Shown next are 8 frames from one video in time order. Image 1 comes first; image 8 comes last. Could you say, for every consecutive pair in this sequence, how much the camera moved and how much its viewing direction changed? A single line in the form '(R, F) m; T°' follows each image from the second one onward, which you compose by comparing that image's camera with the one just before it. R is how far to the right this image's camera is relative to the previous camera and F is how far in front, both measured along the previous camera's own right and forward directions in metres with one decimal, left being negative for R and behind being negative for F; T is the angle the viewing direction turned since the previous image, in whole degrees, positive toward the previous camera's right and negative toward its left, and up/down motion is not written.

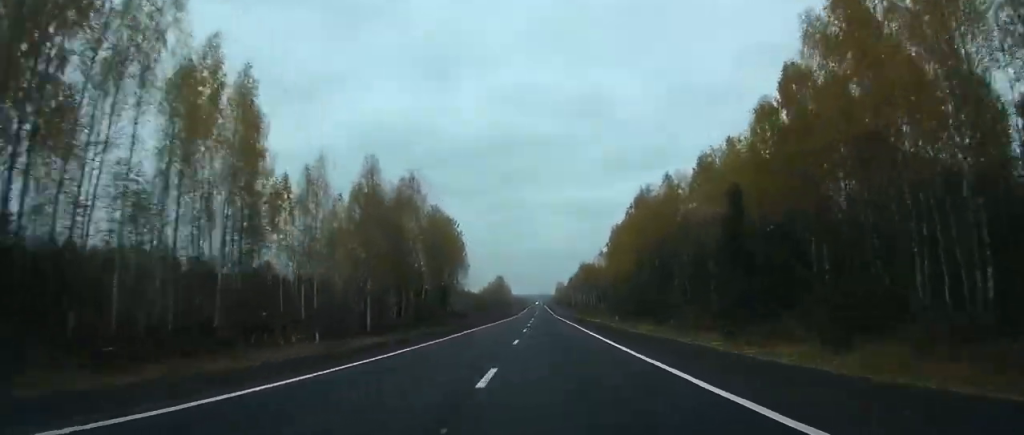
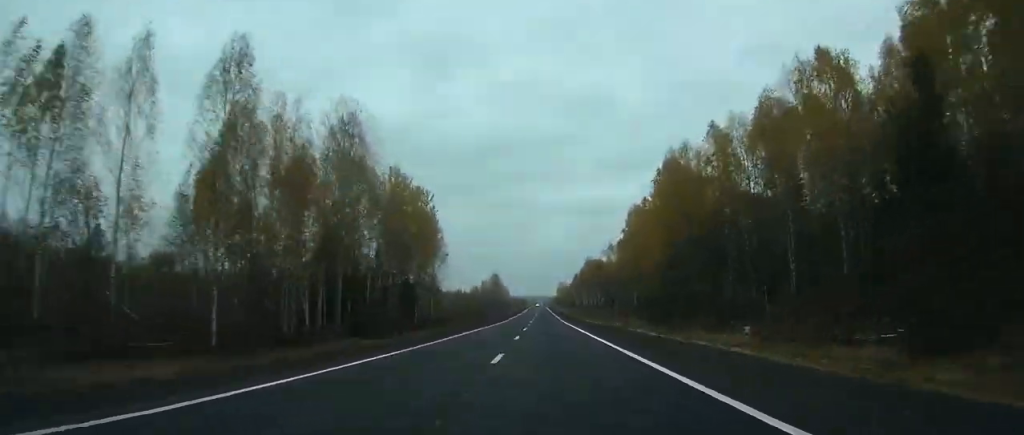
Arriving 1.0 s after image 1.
(0.0, +31.2) m; 0°
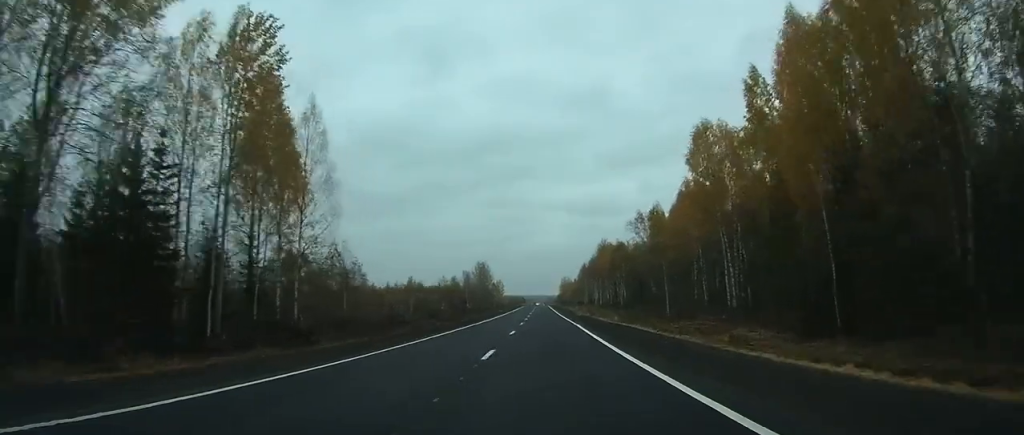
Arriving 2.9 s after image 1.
(-0.1, +57.5) m; 0°
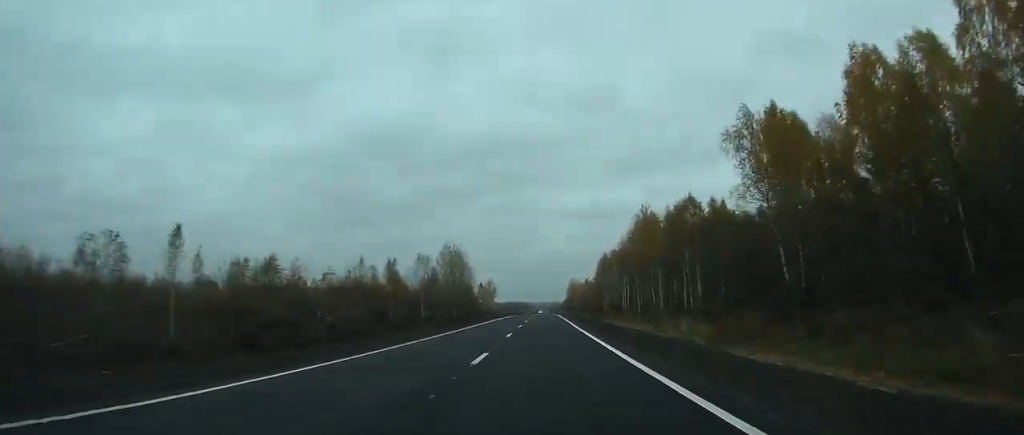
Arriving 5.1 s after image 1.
(-0.2, +71.5) m; 0°
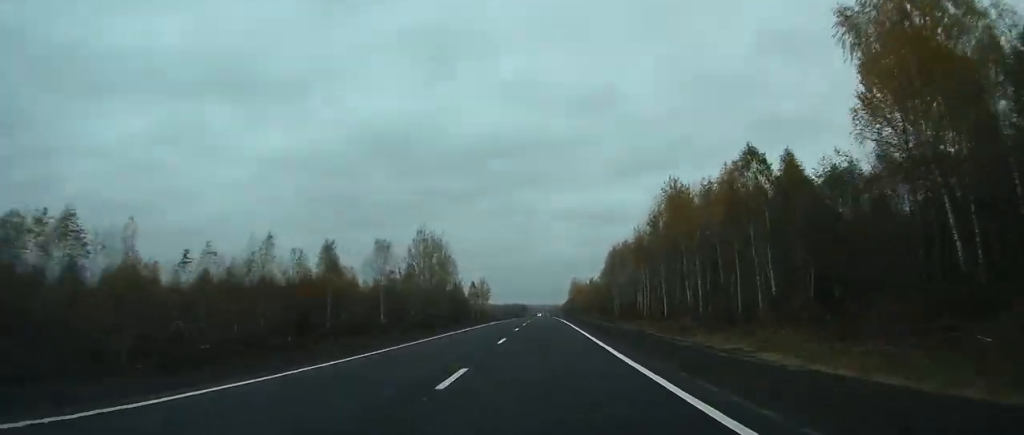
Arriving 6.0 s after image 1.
(-0.1, +28.9) m; 0°
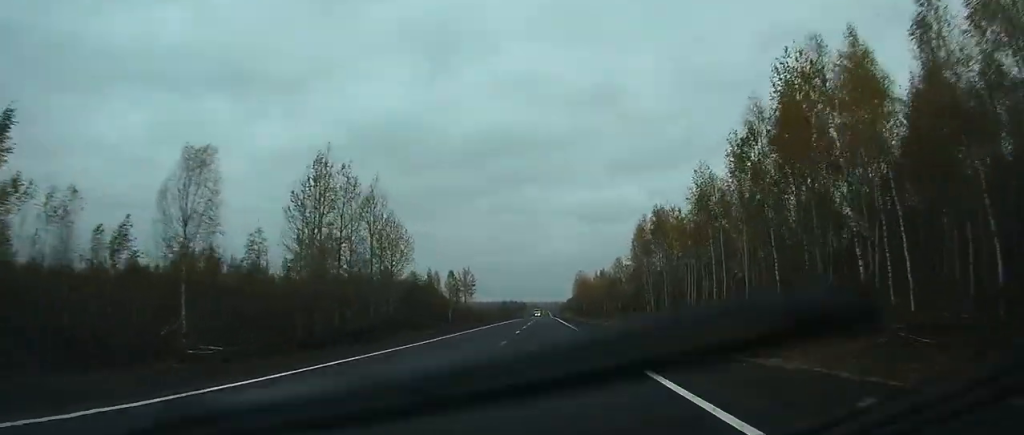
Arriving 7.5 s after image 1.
(+0.1, +50.5) m; 0°
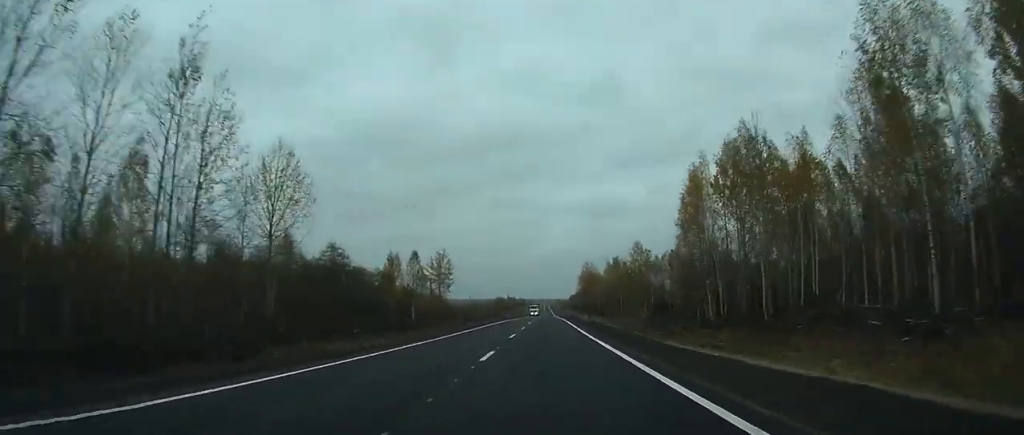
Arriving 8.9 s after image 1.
(+0.1, +43.0) m; 0°
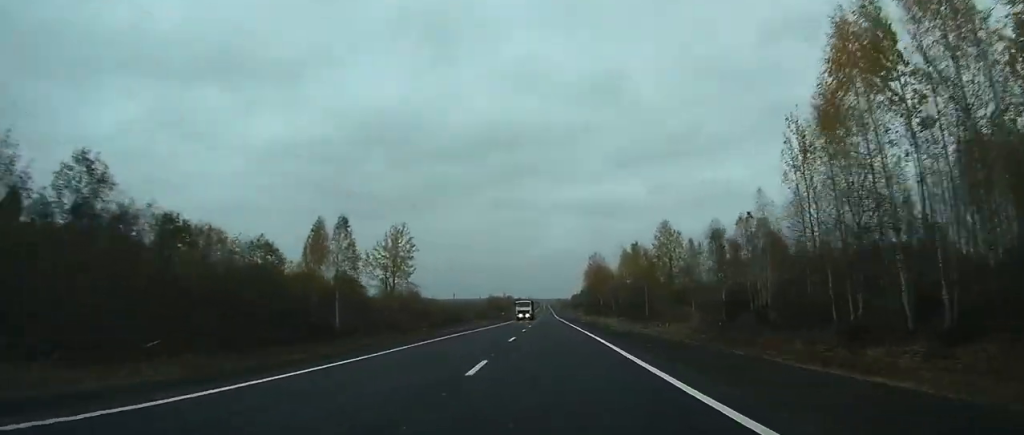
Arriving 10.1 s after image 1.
(0.0, +39.4) m; 0°
